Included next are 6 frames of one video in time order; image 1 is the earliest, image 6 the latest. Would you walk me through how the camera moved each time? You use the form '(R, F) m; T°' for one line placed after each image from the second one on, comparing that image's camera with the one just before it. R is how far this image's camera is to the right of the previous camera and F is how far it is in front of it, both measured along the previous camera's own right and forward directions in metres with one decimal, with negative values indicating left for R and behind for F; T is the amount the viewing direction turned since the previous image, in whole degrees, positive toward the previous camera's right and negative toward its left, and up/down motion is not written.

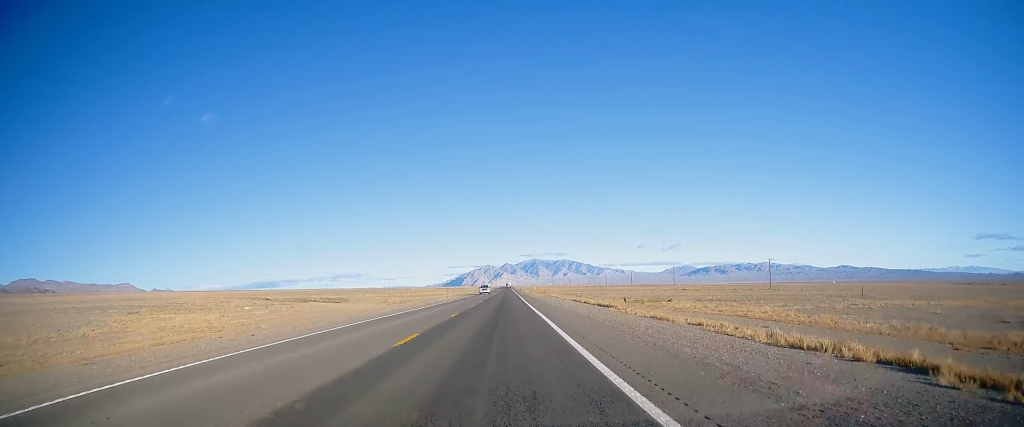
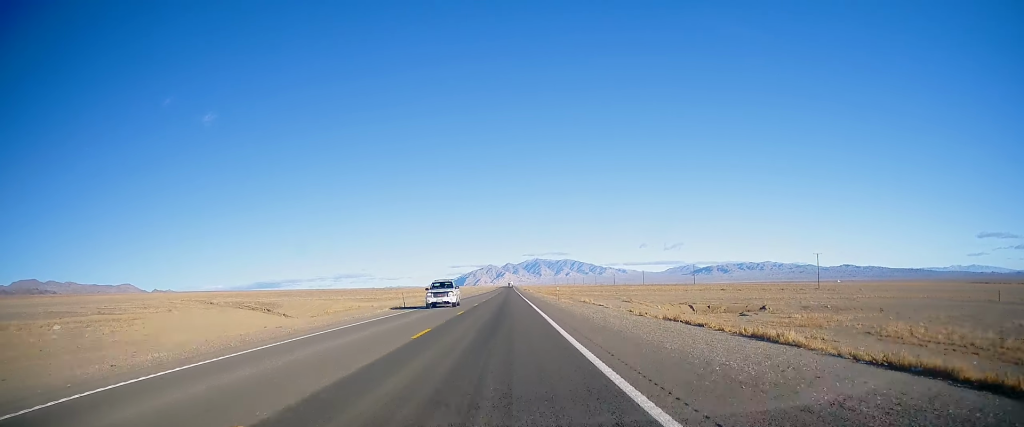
(0.0, +34.5) m; 0°
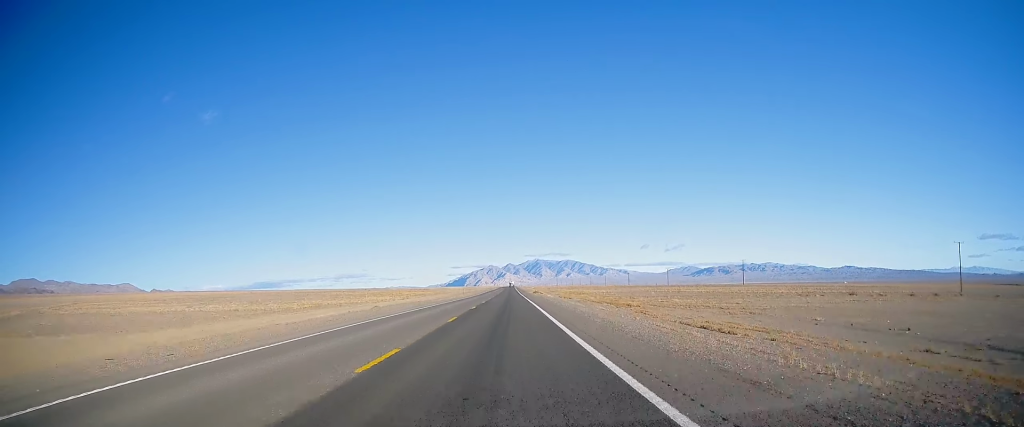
(-0.2, +65.6) m; -1°
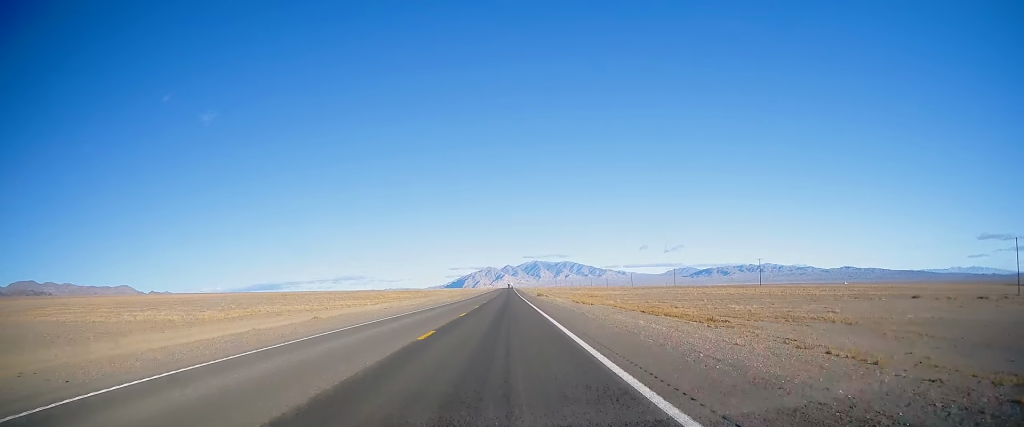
(+0.1, +18.7) m; 0°
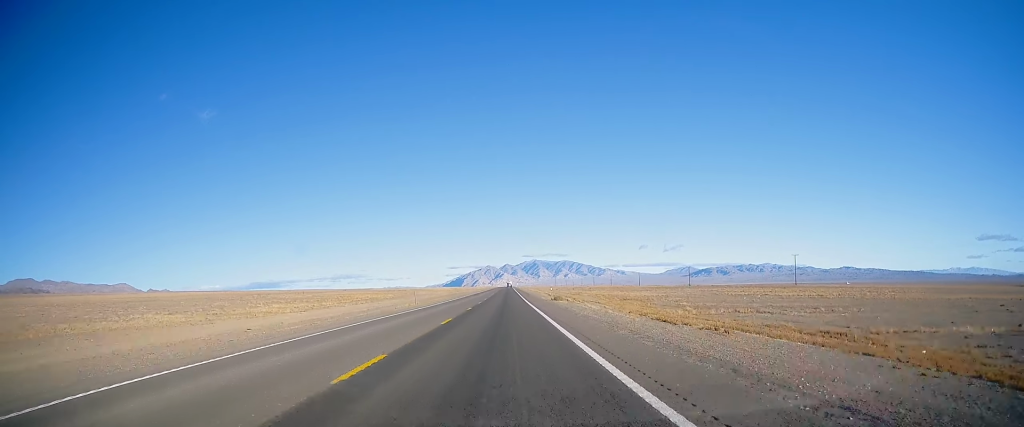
(-0.4, +30.1) m; 0°
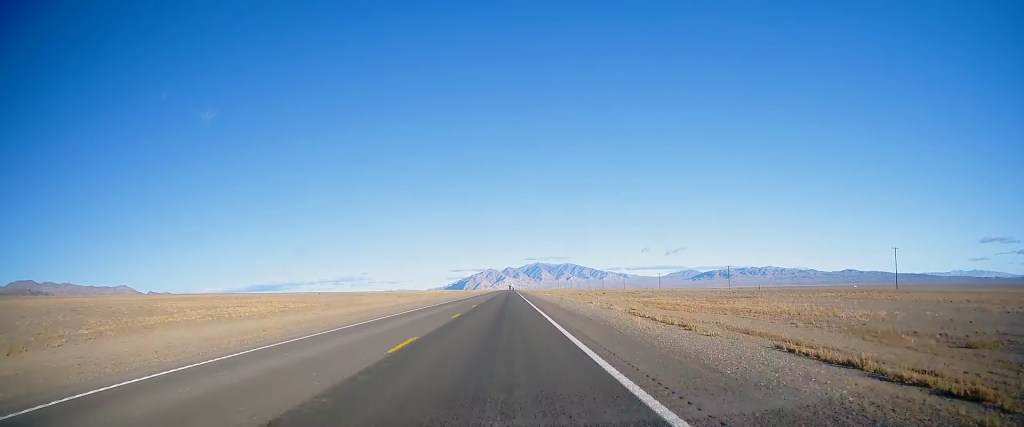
(+0.8, +56.6) m; +1°
